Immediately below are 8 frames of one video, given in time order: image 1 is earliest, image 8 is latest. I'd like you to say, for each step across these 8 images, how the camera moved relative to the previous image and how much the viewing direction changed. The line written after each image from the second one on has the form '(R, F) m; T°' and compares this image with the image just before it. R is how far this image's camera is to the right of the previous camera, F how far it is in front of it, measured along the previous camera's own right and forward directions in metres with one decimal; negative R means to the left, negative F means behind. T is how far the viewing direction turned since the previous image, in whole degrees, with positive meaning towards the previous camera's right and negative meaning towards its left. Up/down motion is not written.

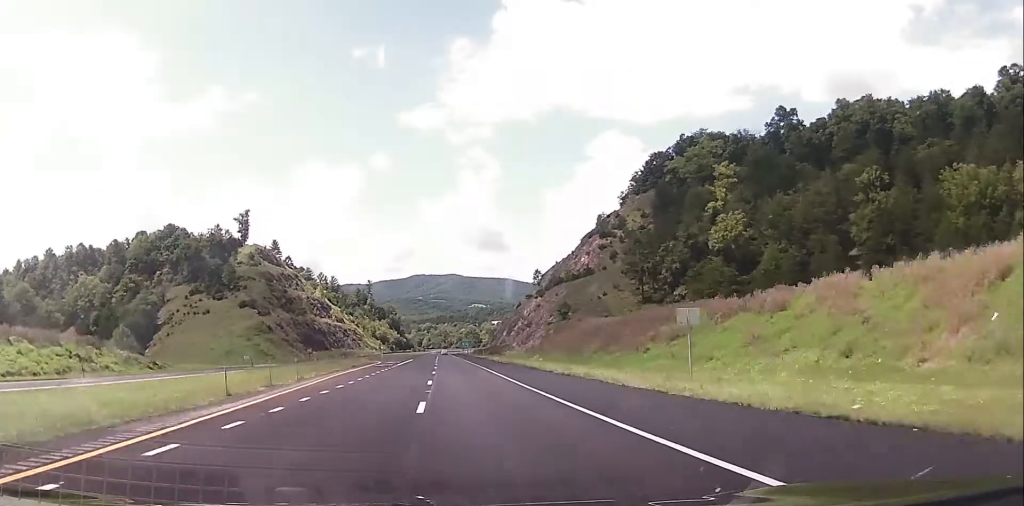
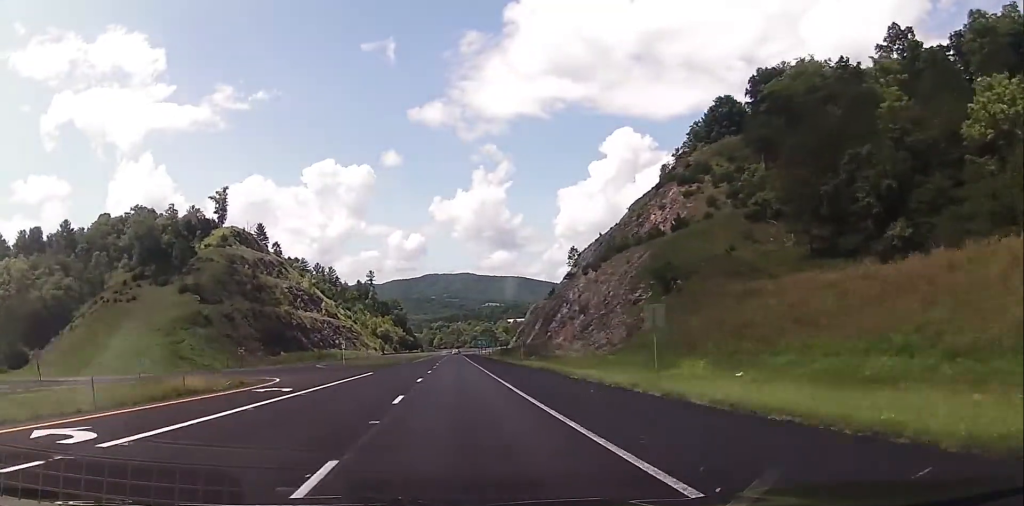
(+0.2, +58.7) m; 0°
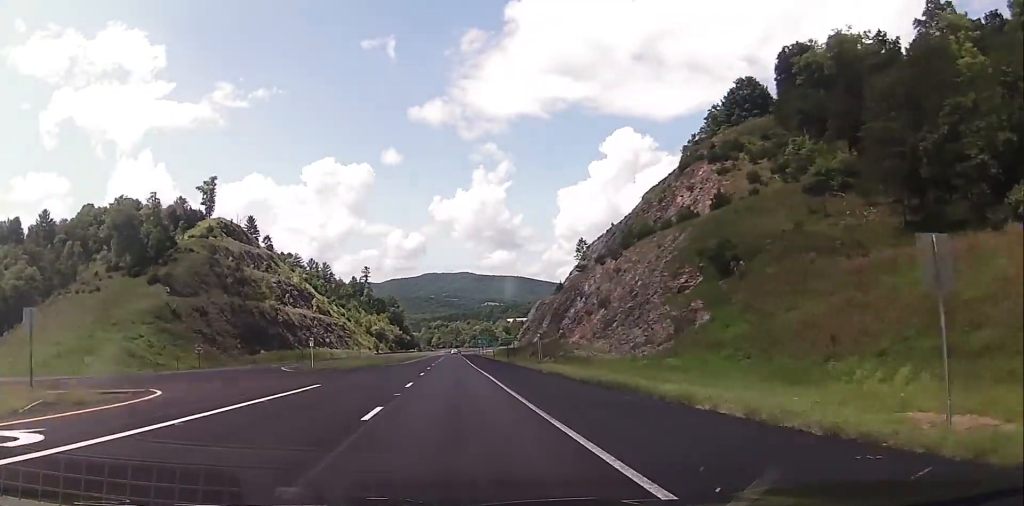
(-0.2, +16.6) m; 0°
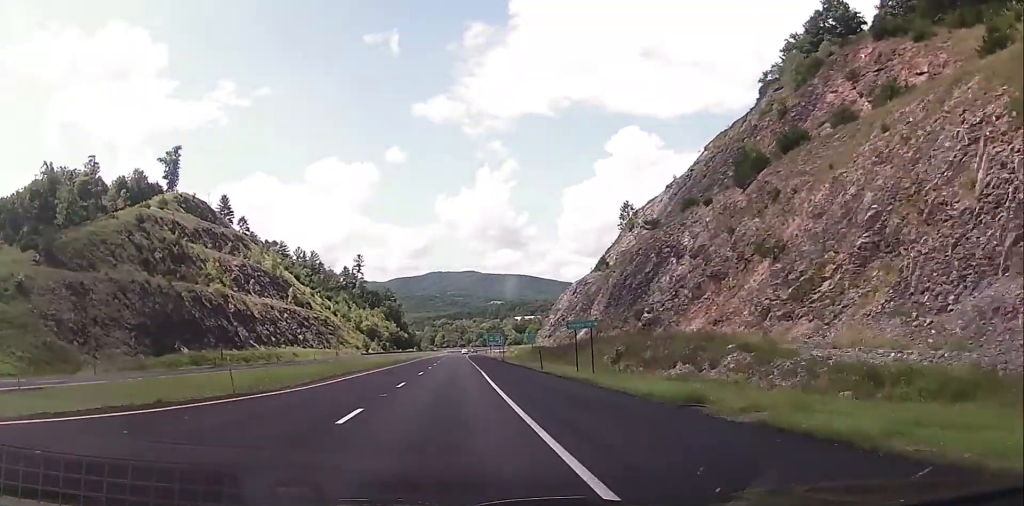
(0.0, +50.1) m; 0°
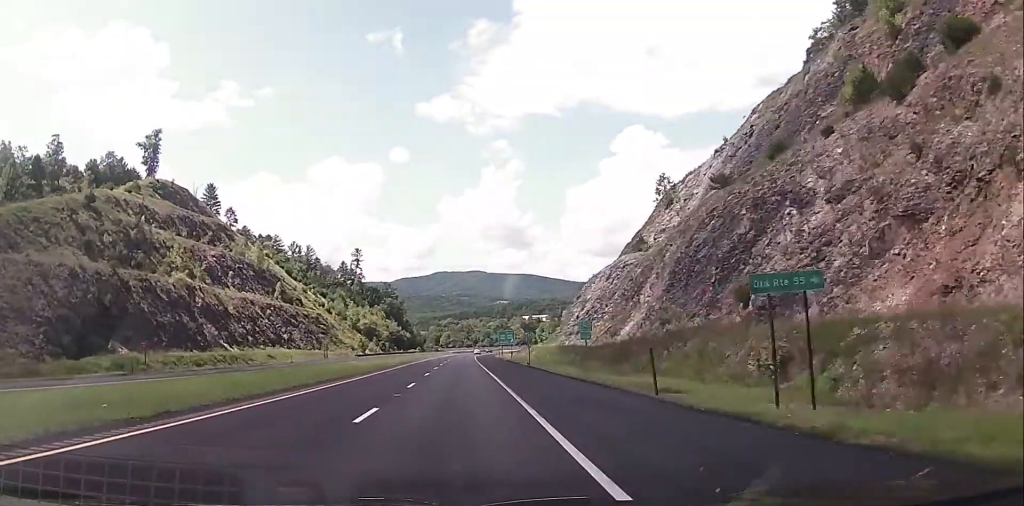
(0.0, +24.5) m; 0°
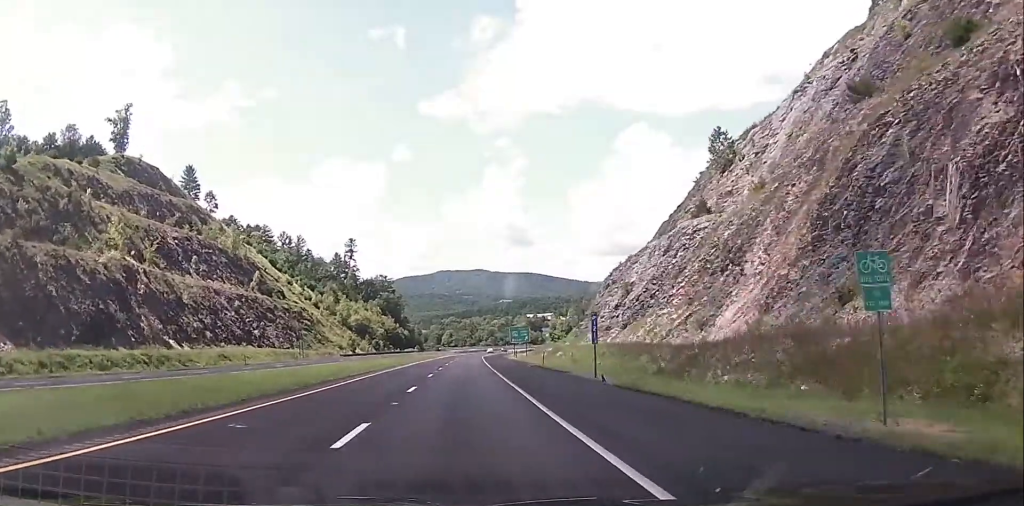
(0.0, +27.9) m; 0°
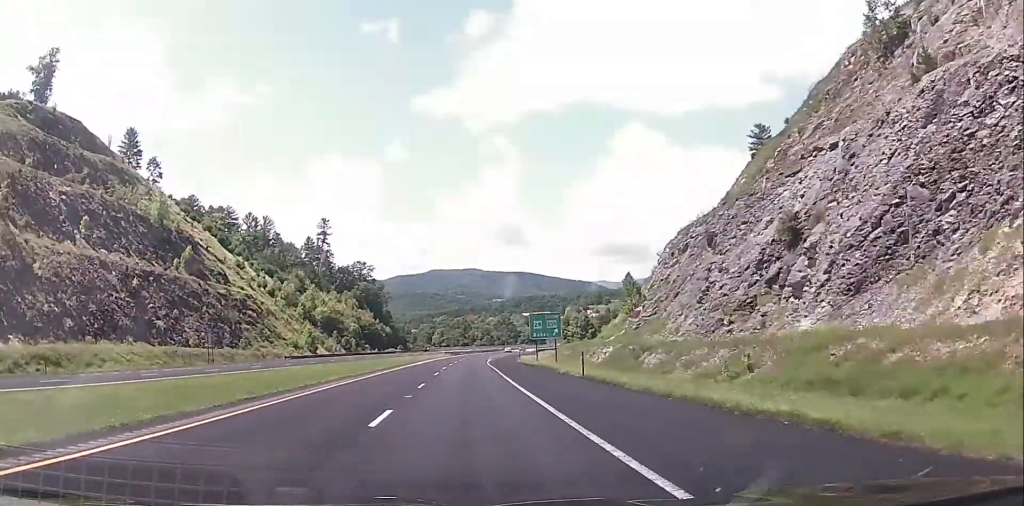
(-0.5, +46.7) m; -1°
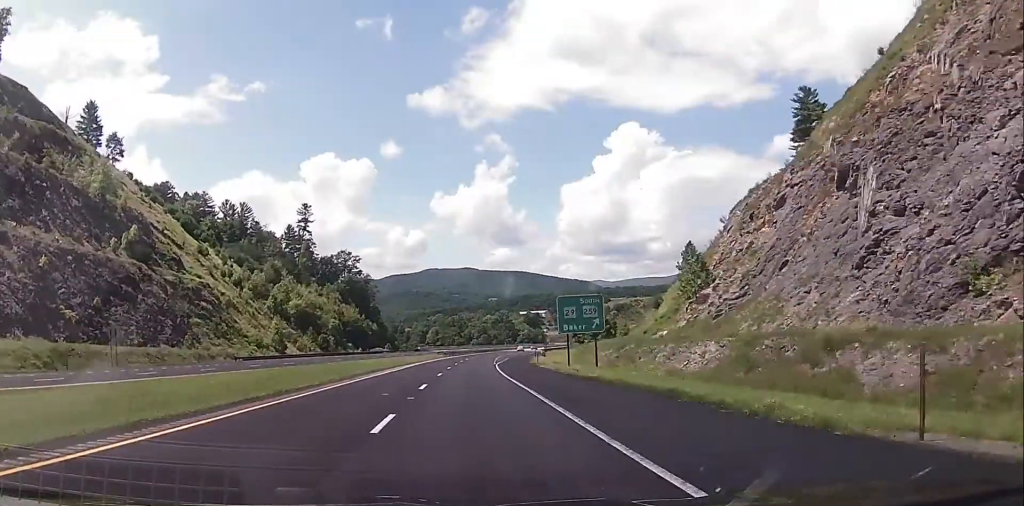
(-0.2, +25.5) m; 0°
